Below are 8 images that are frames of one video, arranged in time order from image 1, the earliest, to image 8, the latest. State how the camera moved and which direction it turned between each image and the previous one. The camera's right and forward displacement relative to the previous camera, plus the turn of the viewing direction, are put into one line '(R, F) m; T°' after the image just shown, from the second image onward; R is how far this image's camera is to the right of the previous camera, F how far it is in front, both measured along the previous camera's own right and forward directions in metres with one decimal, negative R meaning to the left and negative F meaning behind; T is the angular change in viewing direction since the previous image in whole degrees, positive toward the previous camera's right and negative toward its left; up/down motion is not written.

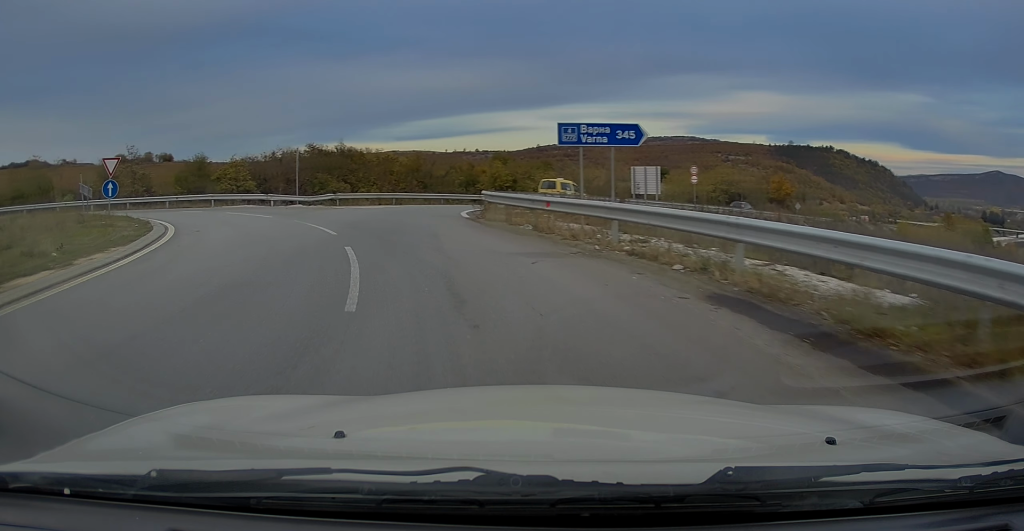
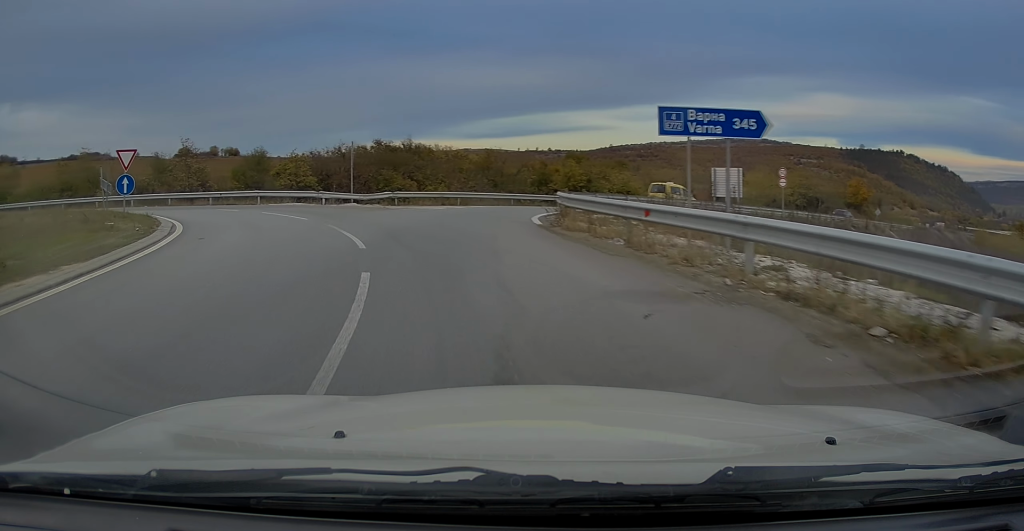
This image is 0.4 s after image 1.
(+0.1, +3.4) m; -3°
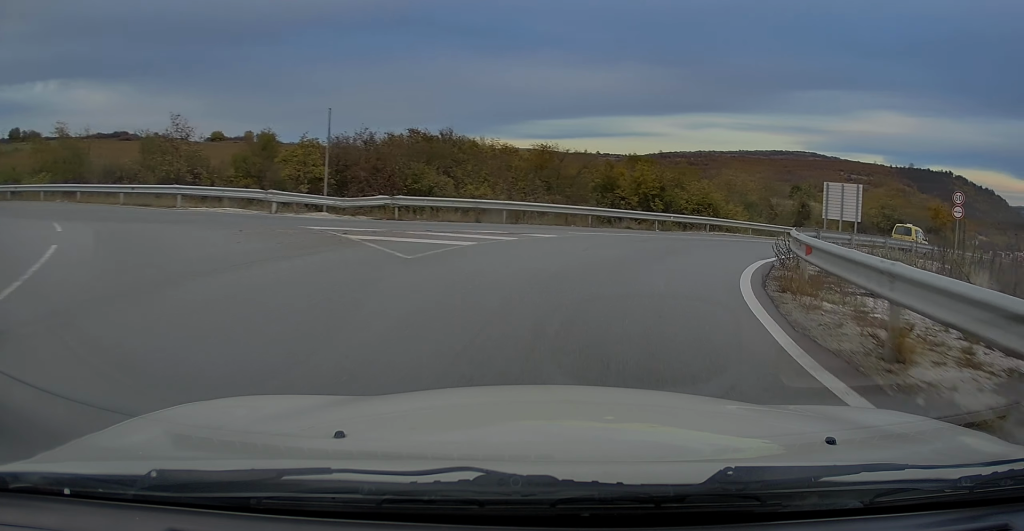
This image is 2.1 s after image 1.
(-1.5, +14.2) m; -2°
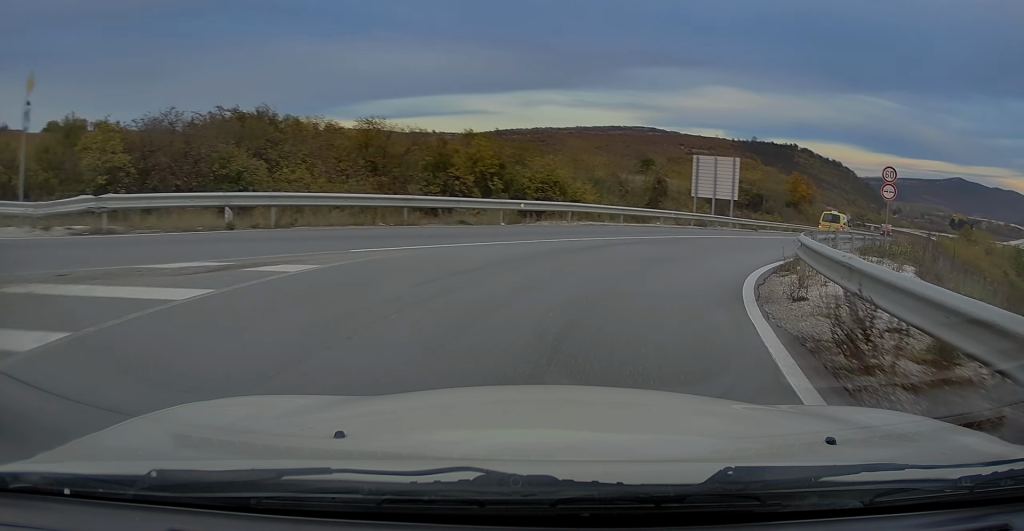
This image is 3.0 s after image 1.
(+0.5, +7.6) m; +11°
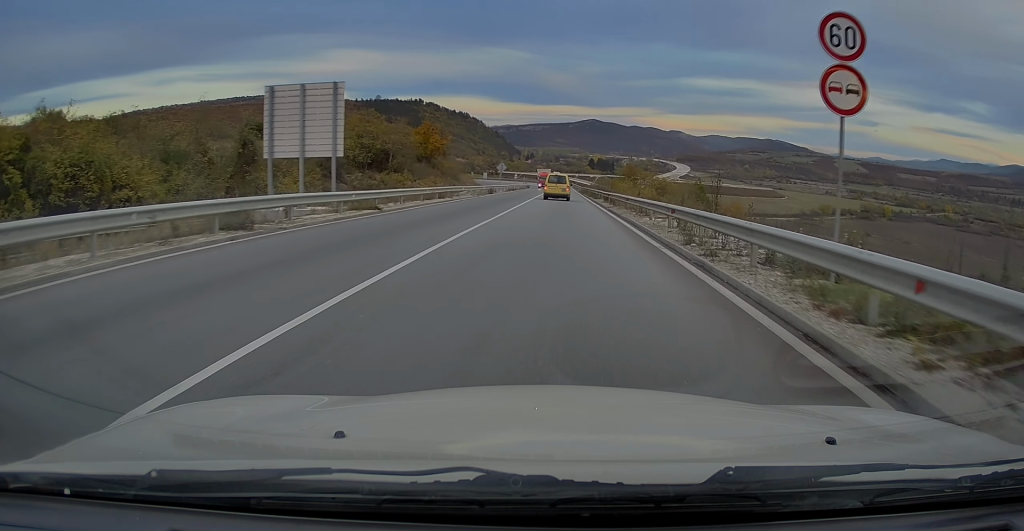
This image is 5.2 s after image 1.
(+6.0, +19.9) m; +27°
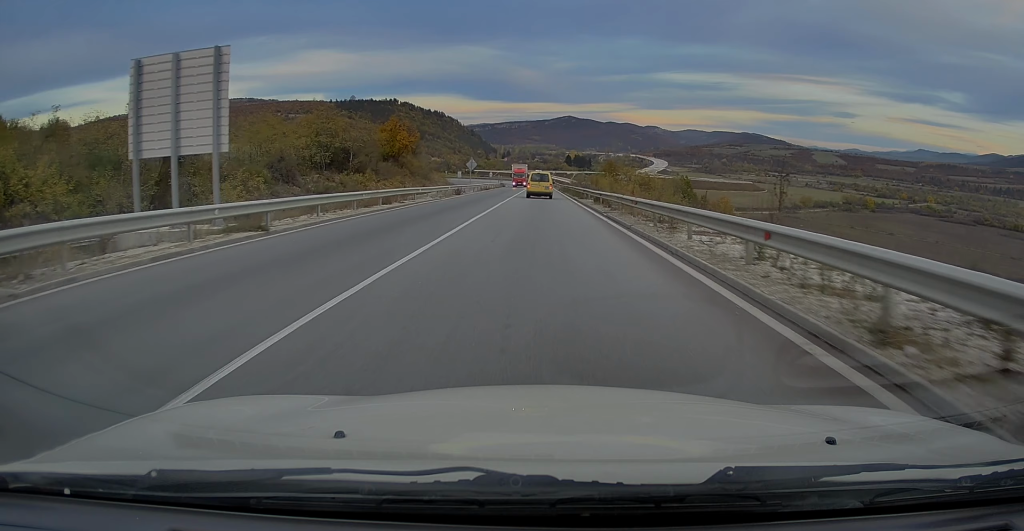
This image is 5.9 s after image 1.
(+0.4, +8.2) m; +4°
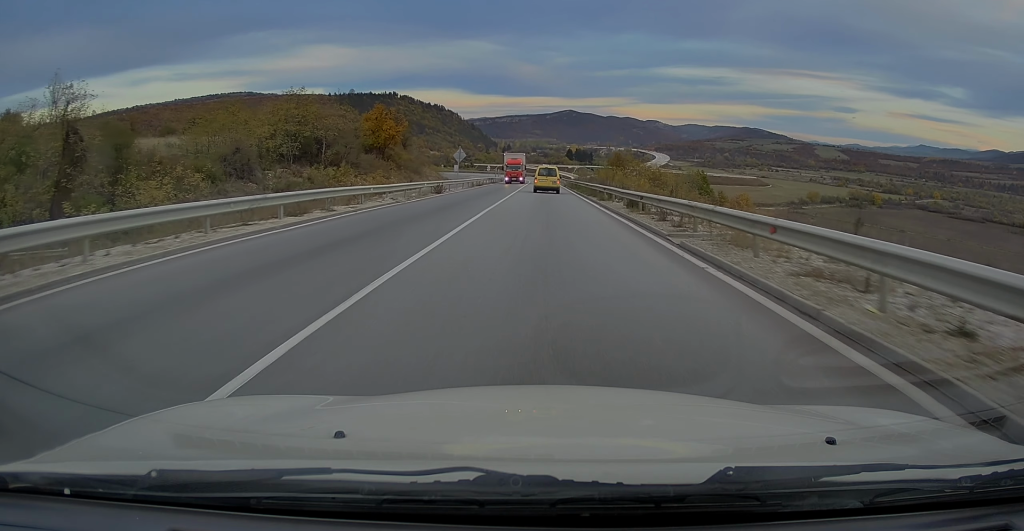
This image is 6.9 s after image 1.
(+0.3, +11.4) m; +3°
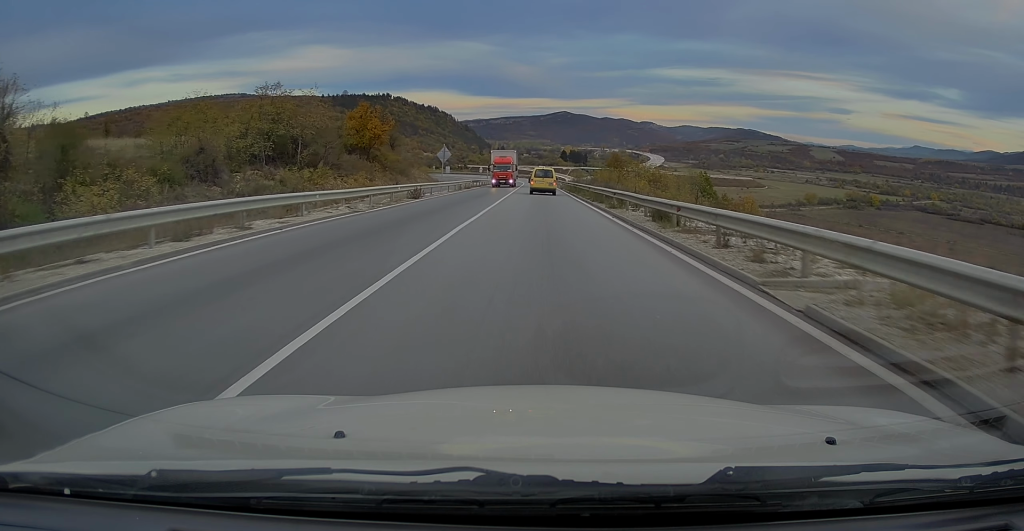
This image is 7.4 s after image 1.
(+0.2, +5.9) m; +1°
